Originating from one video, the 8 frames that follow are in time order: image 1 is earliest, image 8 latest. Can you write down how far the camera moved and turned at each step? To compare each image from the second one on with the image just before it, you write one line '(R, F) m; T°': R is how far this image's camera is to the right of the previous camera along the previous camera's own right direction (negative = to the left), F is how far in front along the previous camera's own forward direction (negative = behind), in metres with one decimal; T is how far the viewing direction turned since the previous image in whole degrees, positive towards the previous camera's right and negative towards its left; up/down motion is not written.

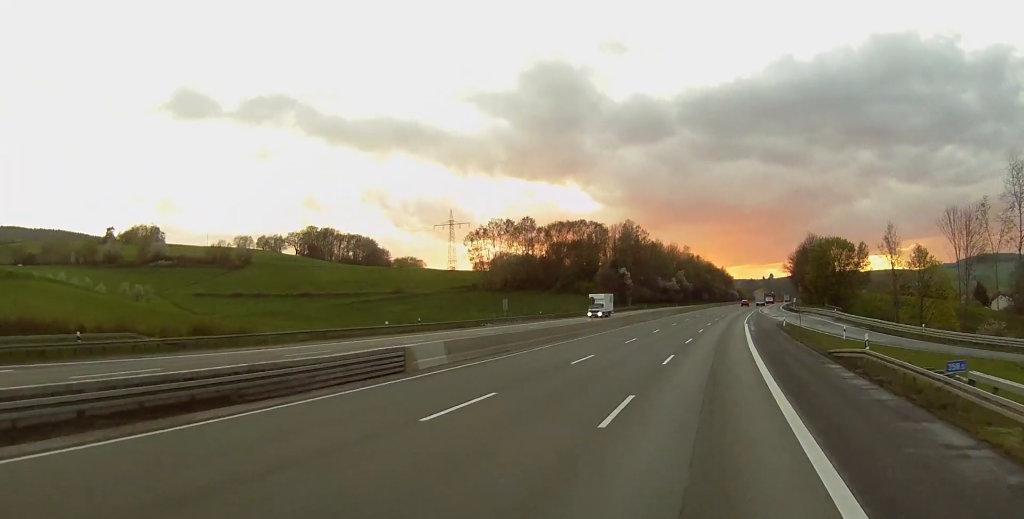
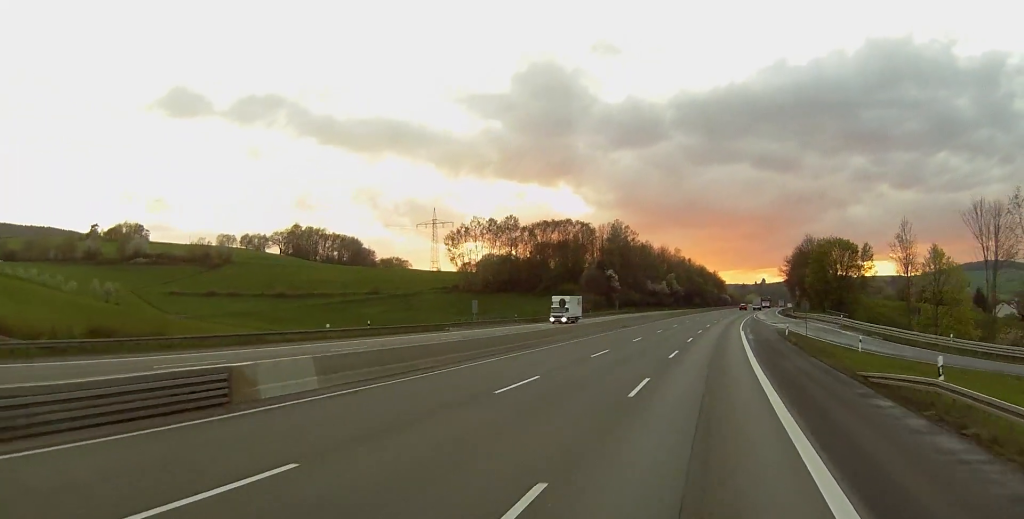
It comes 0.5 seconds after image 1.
(-0.1, +11.4) m; 0°
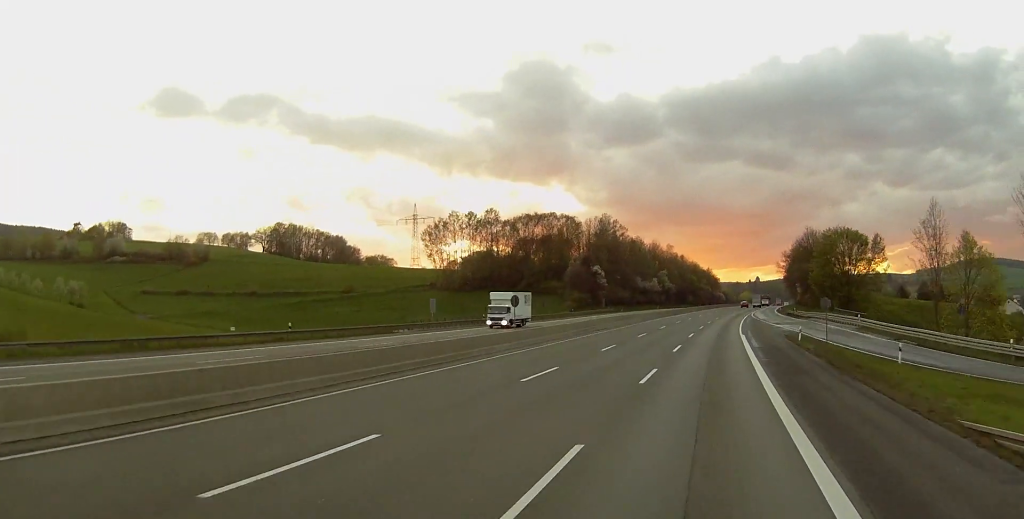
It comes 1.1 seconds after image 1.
(-0.3, +14.5) m; 0°
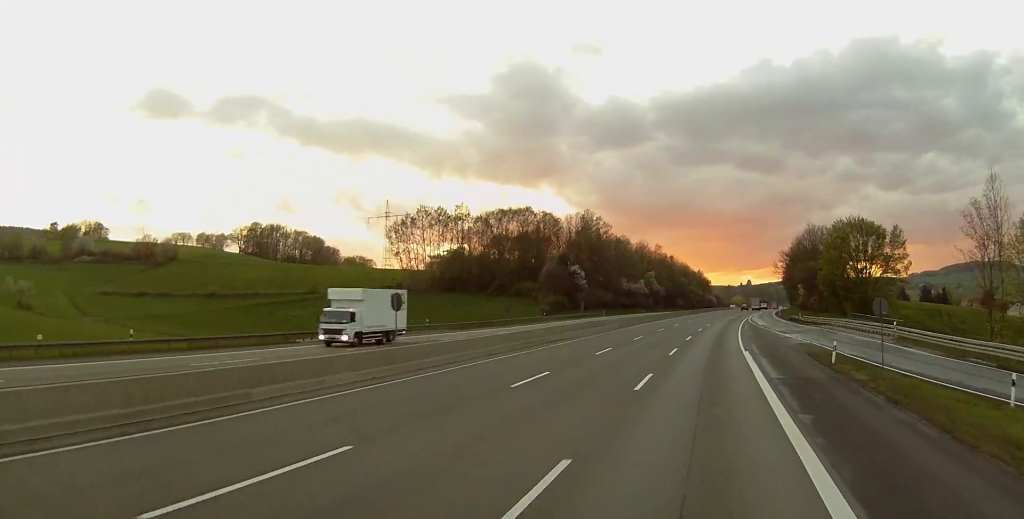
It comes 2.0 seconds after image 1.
(+0.3, +19.1) m; +1°
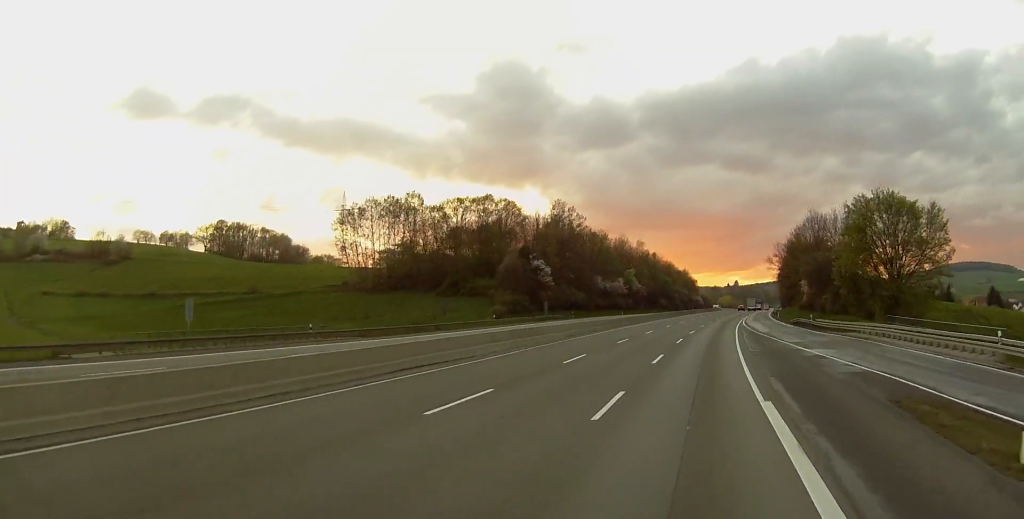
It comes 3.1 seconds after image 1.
(+0.3, +25.1) m; 0°
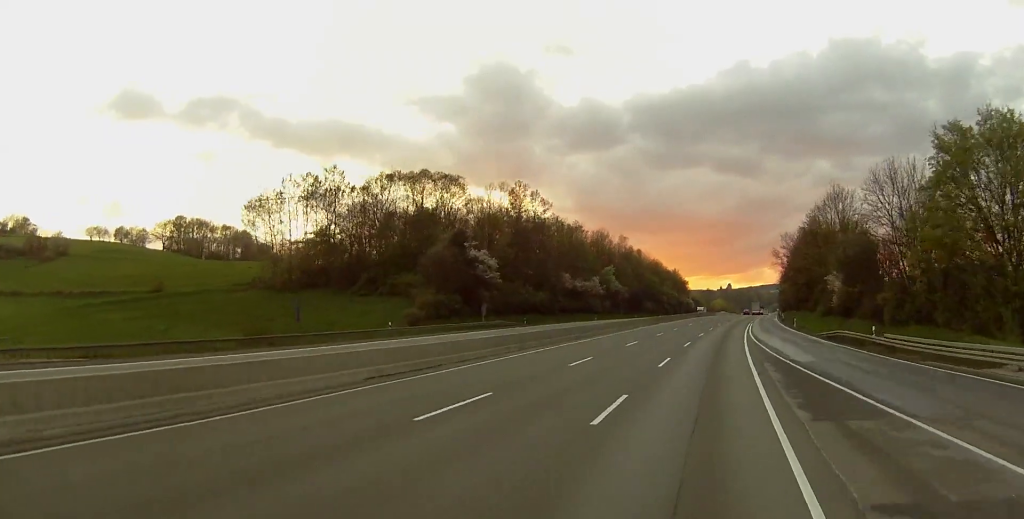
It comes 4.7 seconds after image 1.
(-0.1, +36.5) m; 0°
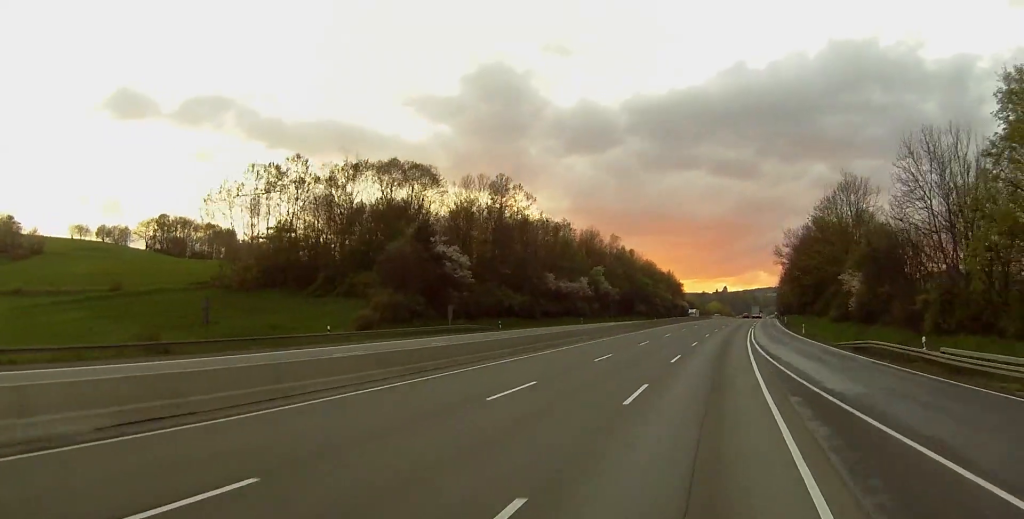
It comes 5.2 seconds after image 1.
(+0.1, +12.9) m; 0°
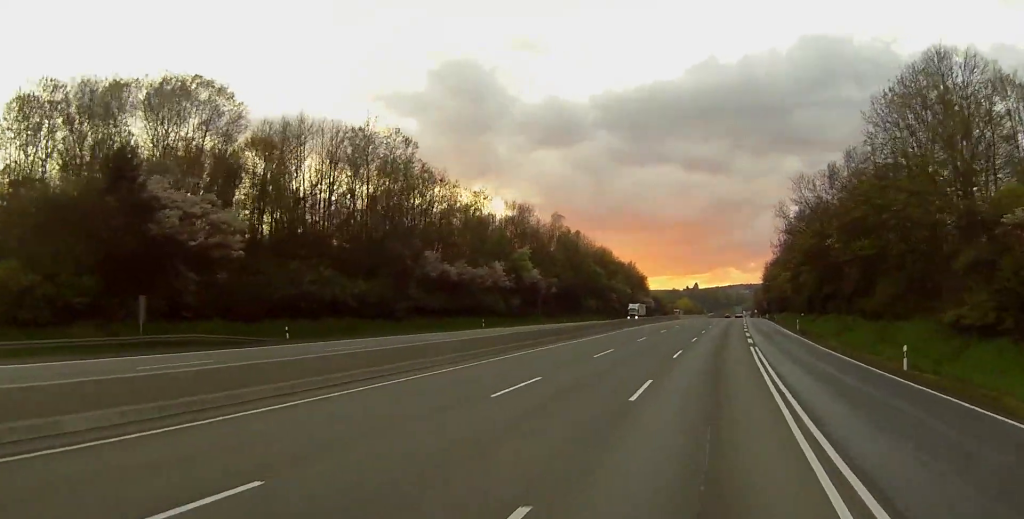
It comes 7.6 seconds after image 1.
(+1.6, +53.8) m; +3°
